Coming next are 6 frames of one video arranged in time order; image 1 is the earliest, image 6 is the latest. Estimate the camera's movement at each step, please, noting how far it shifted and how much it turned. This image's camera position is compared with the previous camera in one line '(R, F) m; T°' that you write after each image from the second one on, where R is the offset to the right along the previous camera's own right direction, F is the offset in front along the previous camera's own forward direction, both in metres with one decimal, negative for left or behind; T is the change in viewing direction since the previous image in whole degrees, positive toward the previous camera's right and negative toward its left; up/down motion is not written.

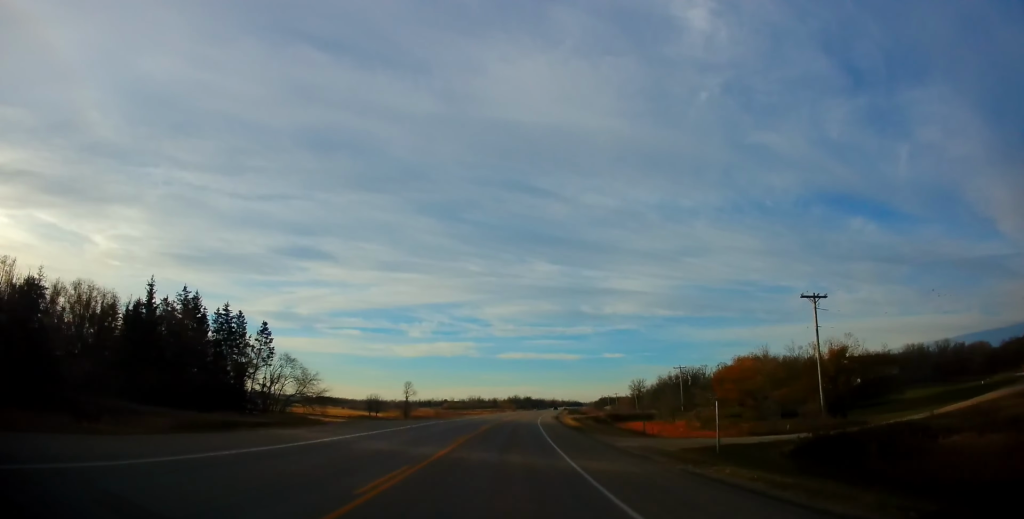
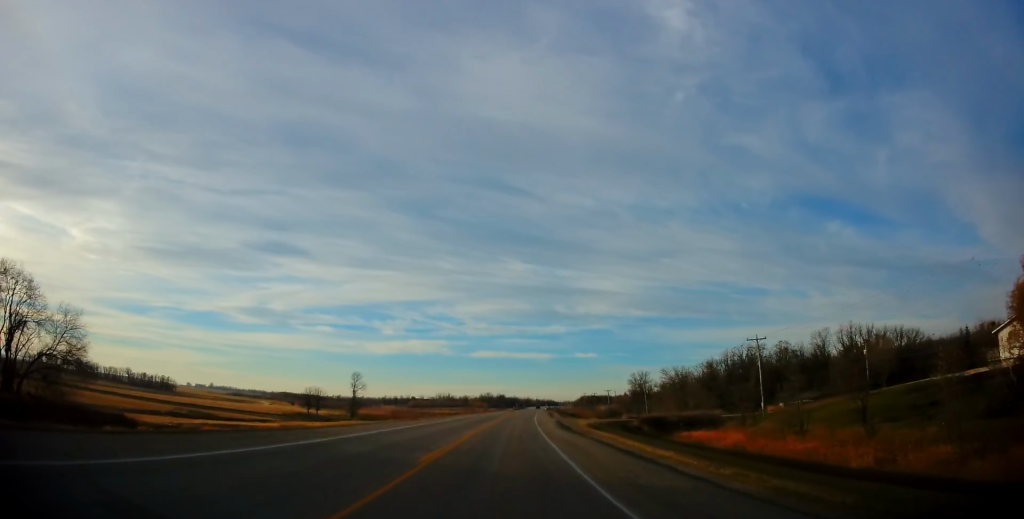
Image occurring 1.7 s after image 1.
(+0.6, +37.8) m; +2°
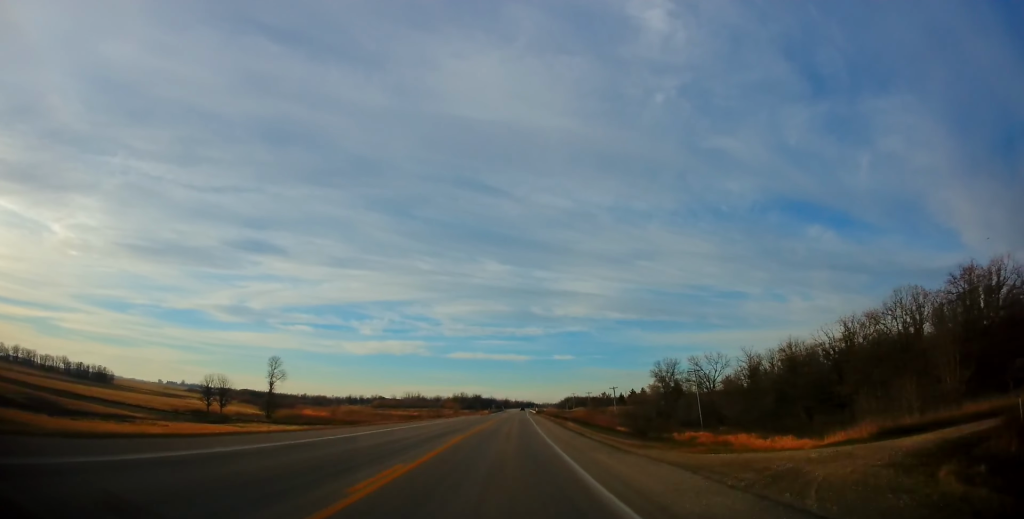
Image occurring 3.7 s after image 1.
(+1.9, +54.4) m; +3°
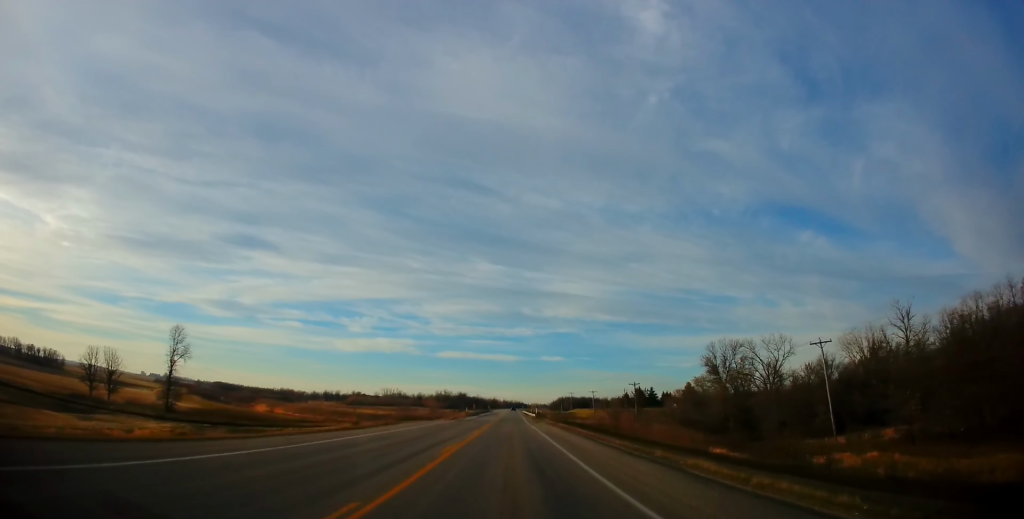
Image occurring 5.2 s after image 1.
(0.0, +43.9) m; 0°
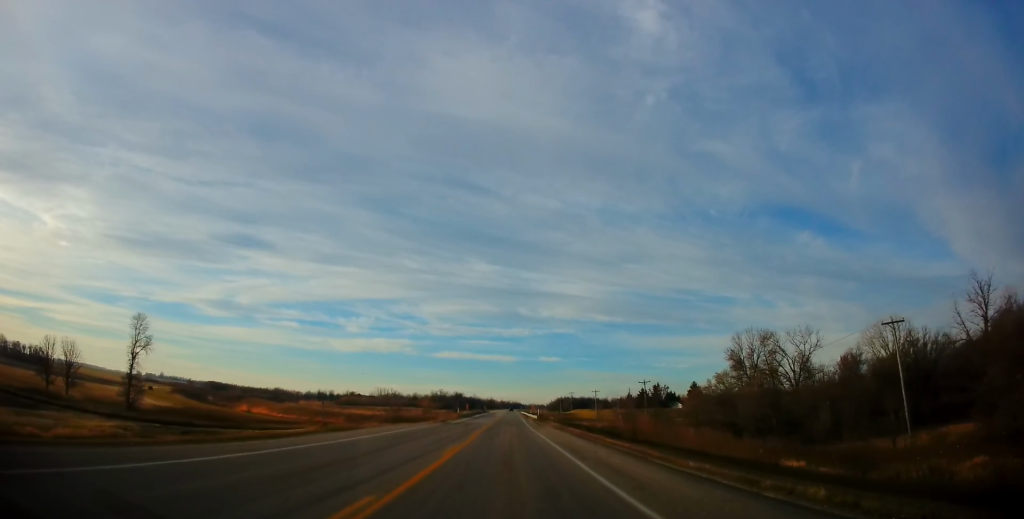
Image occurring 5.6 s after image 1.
(0.0, +12.4) m; 0°
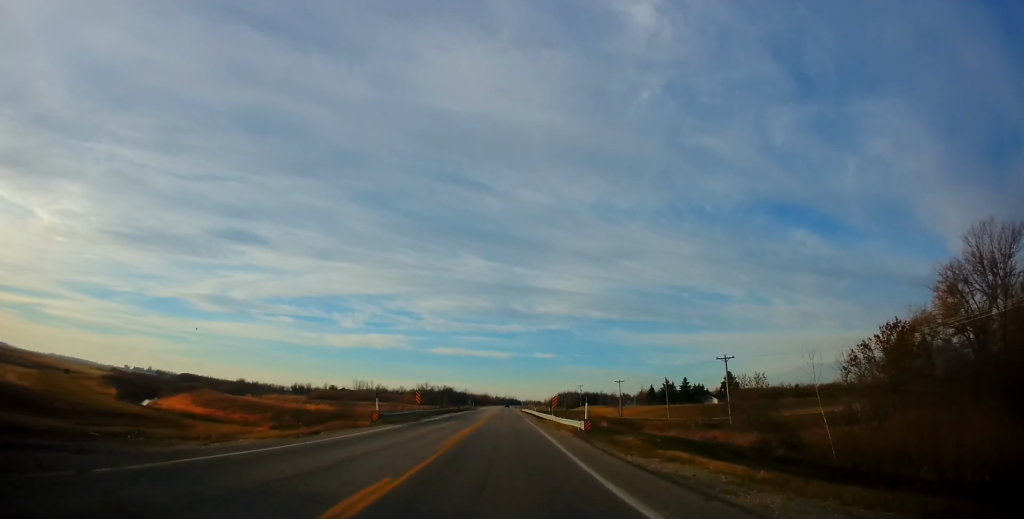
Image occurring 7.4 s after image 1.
(0.0, +50.5) m; 0°
